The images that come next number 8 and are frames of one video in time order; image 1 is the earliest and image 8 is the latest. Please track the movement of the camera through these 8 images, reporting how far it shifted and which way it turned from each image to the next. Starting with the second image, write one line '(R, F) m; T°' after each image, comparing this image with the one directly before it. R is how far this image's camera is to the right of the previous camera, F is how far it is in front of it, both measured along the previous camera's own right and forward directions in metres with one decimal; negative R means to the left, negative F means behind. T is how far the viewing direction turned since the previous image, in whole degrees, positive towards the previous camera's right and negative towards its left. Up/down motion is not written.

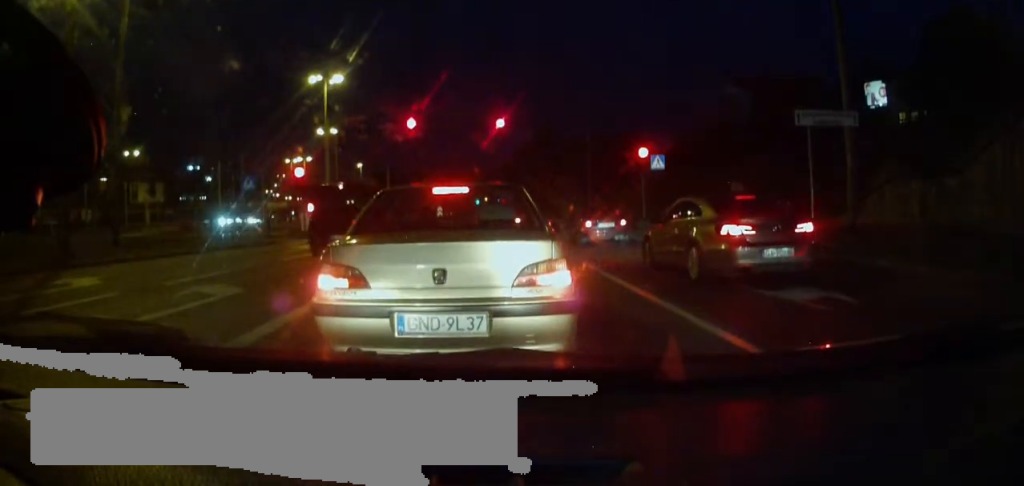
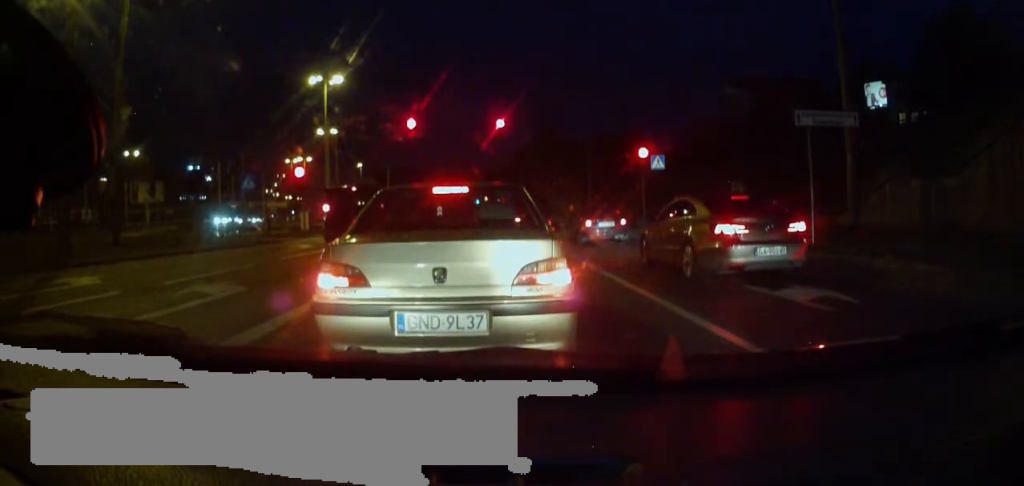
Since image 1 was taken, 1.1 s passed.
(+0.4, +0.2) m; 0°
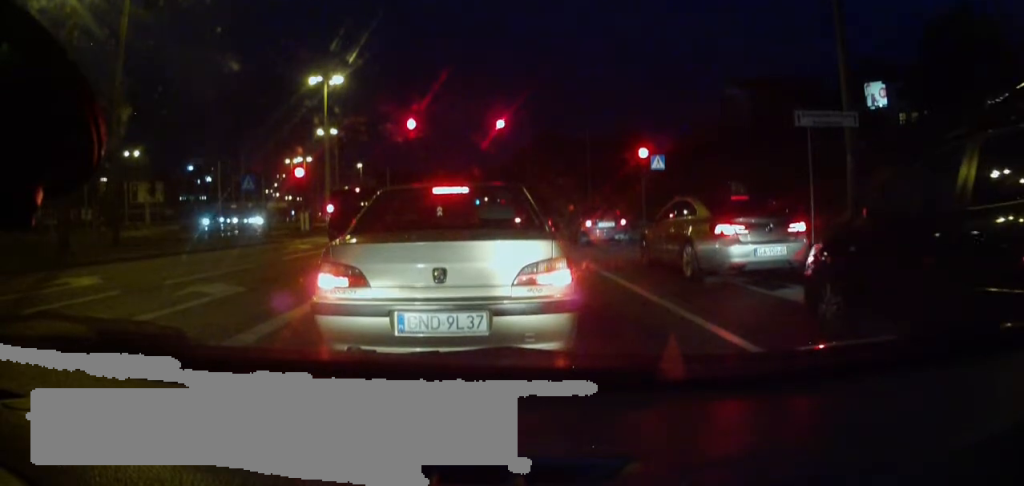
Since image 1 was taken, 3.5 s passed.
(0.0, 0.0) m; 0°
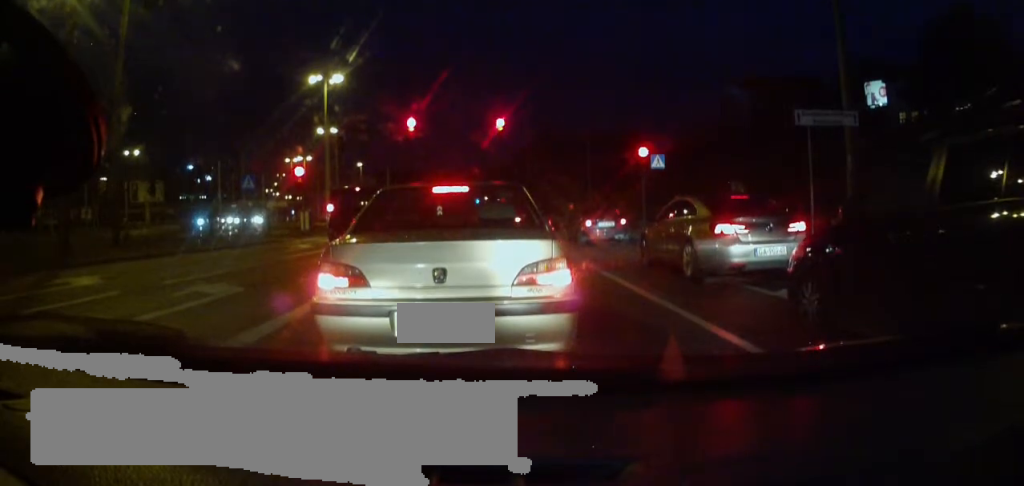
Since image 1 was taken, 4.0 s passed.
(0.0, 0.0) m; 0°
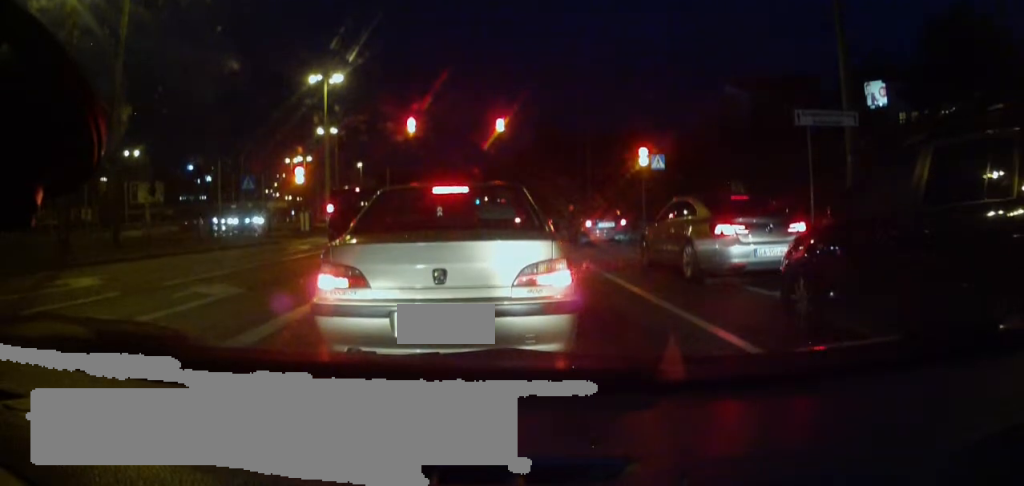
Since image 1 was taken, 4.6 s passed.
(0.0, 0.0) m; 0°
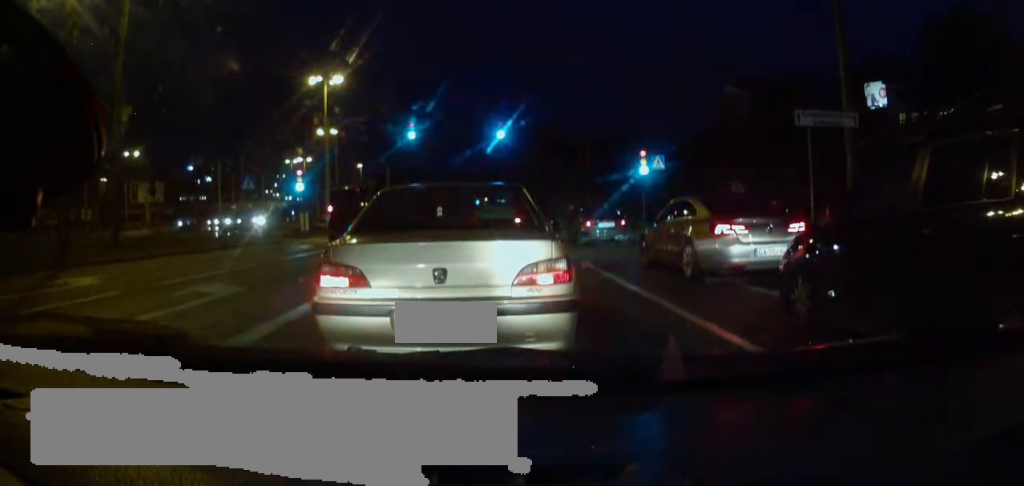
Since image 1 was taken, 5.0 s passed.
(0.0, 0.0) m; 0°
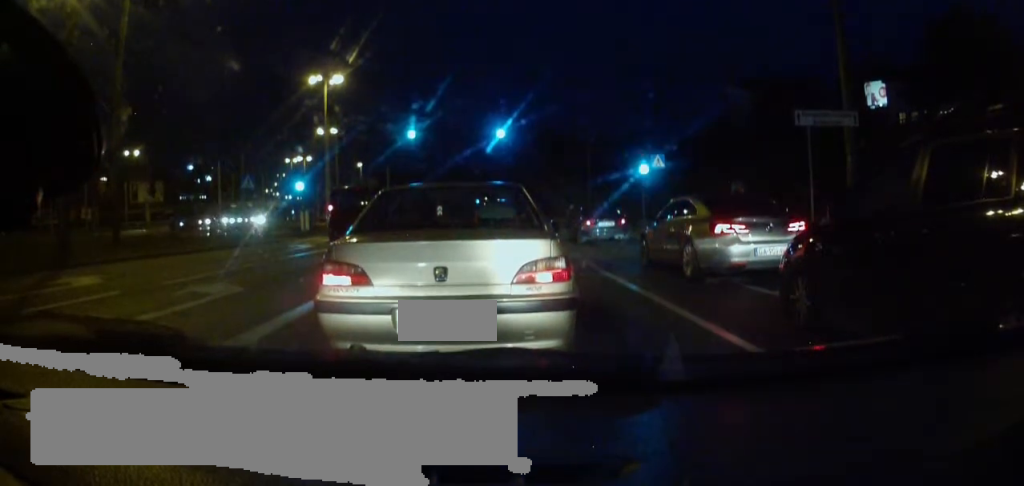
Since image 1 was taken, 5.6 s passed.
(0.0, 0.0) m; 0°
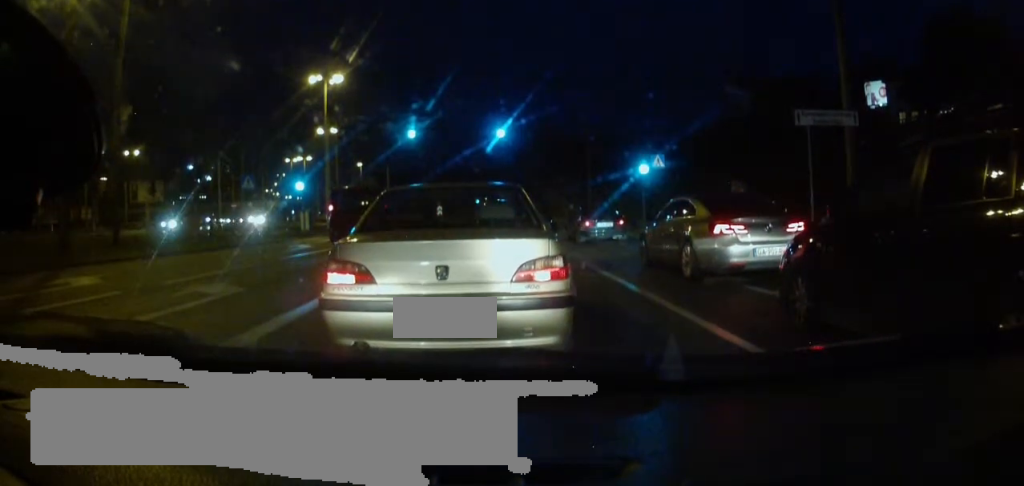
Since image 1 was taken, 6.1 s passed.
(0.0, 0.0) m; 0°
